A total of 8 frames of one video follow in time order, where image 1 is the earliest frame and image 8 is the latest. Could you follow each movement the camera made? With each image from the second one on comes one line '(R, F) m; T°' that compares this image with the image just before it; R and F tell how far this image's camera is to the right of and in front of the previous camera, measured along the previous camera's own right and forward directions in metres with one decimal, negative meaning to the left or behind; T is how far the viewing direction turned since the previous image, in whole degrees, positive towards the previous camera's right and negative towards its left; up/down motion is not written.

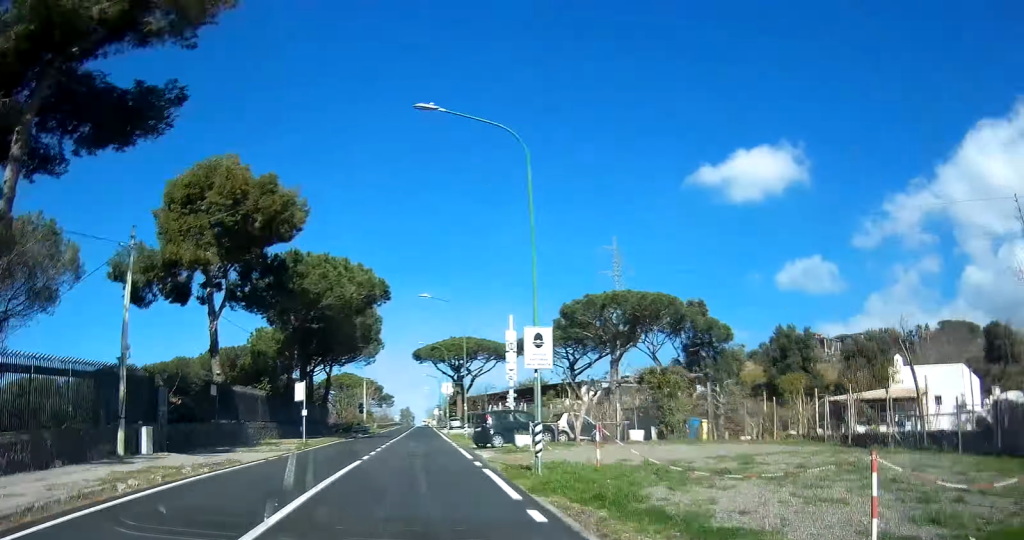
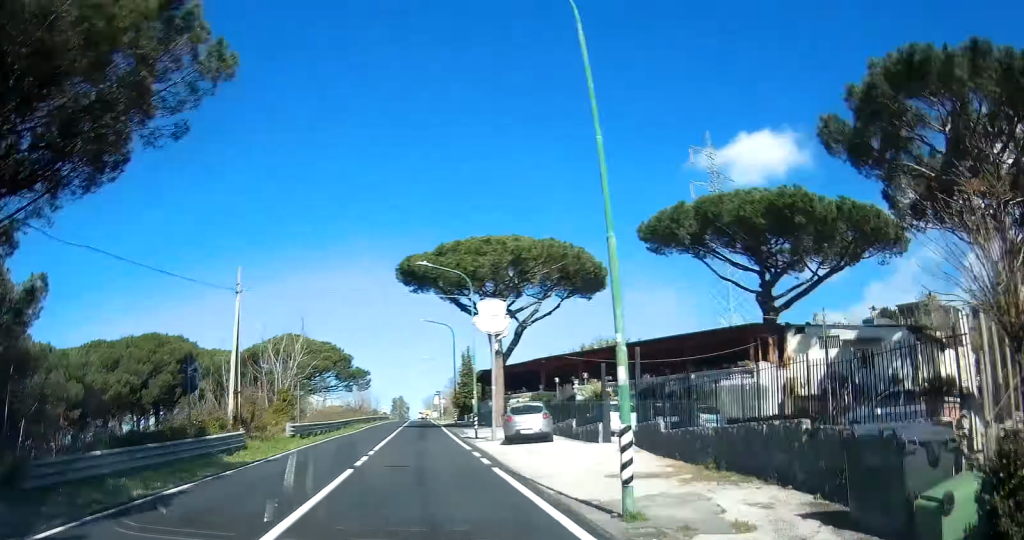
(-0.1, +59.0) m; +1°
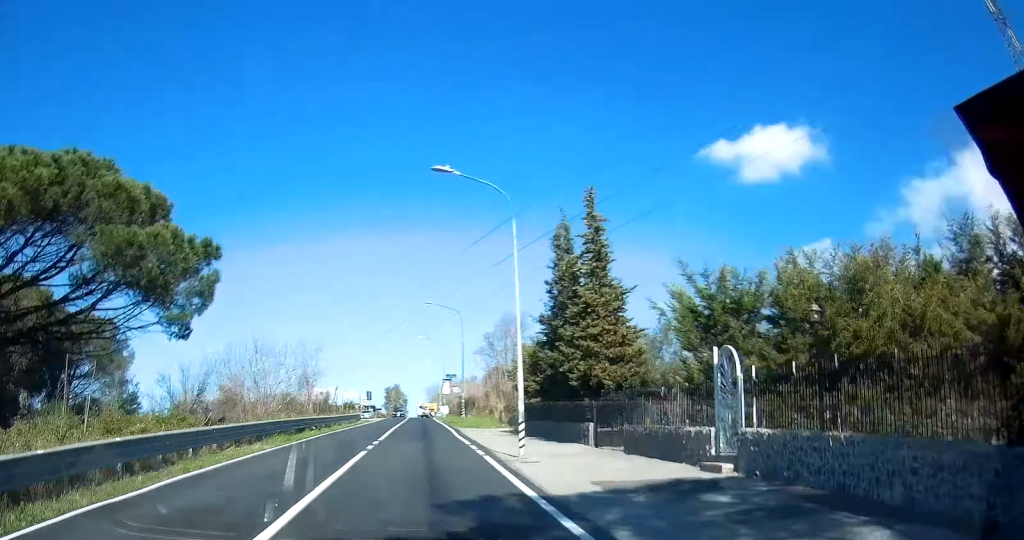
(+0.7, +58.5) m; 0°
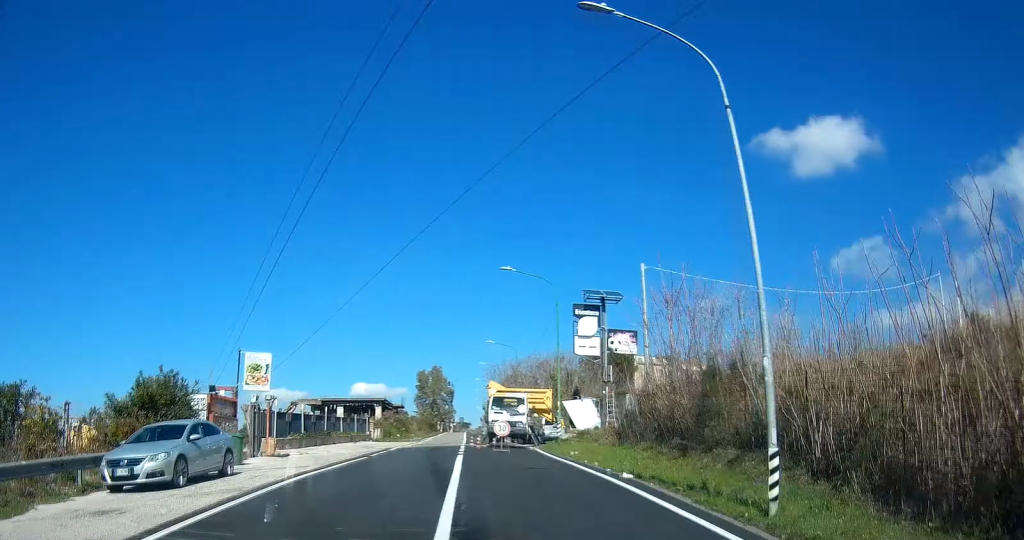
(-1.5, +85.1) m; -1°
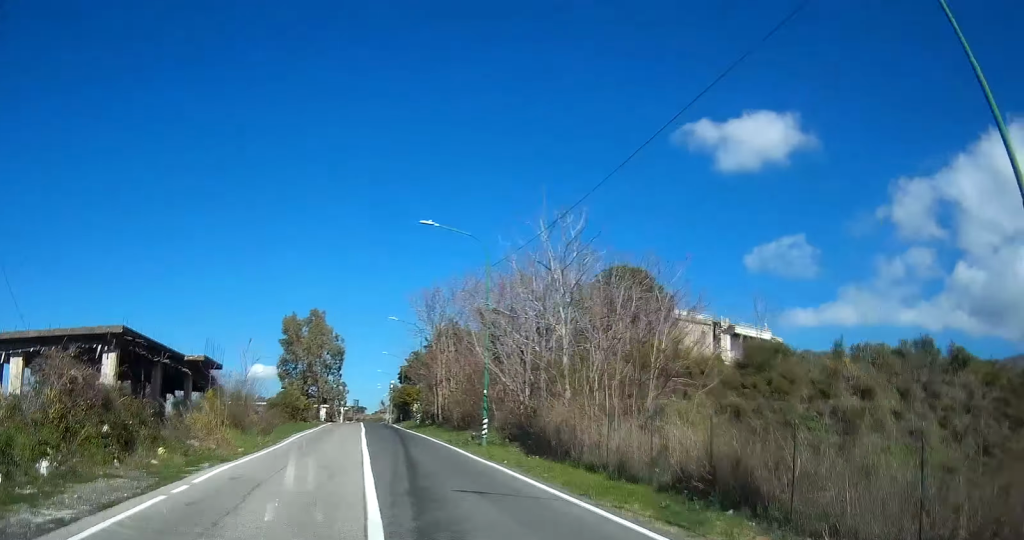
(+1.4, +71.9) m; +2°
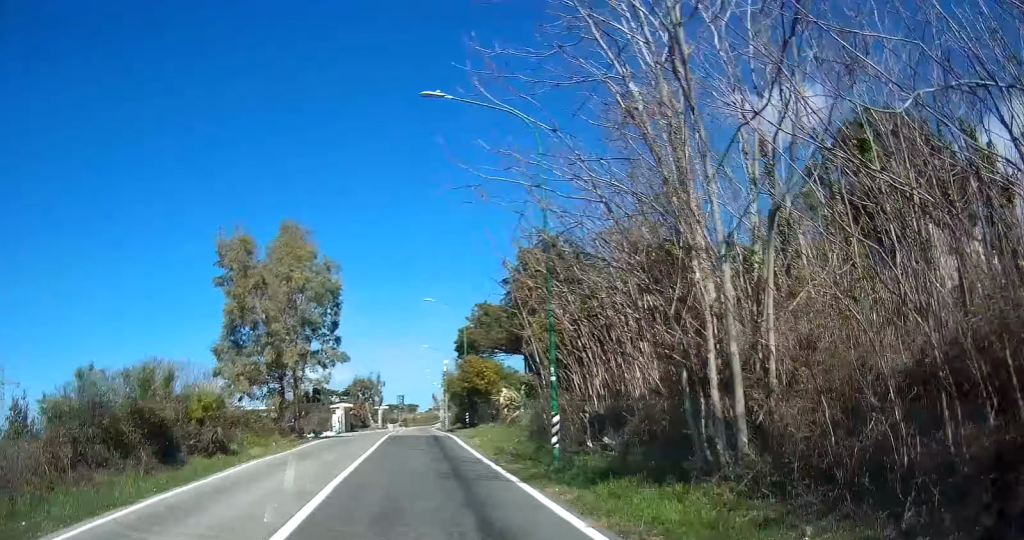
(+0.6, +44.4) m; 0°
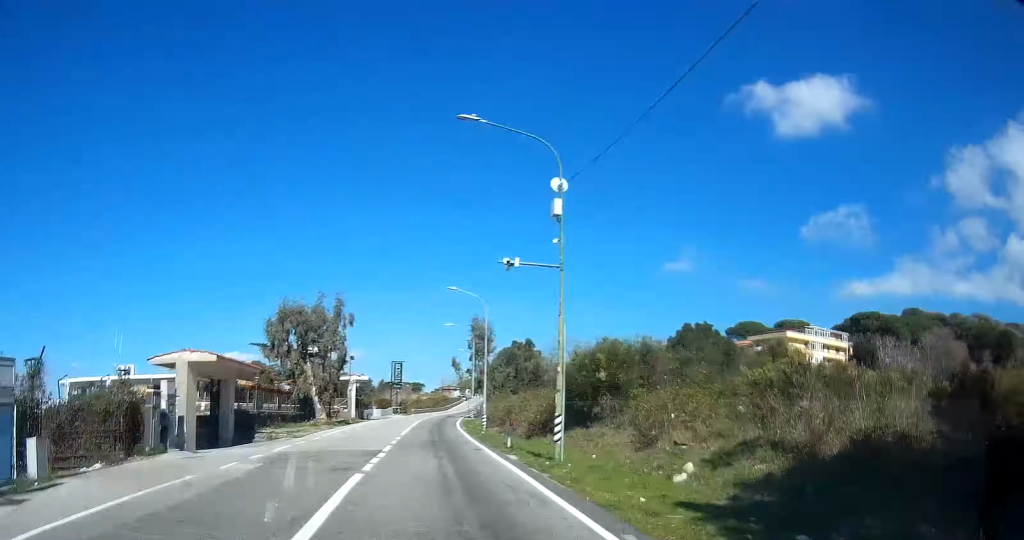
(-1.0, +57.7) m; 0°
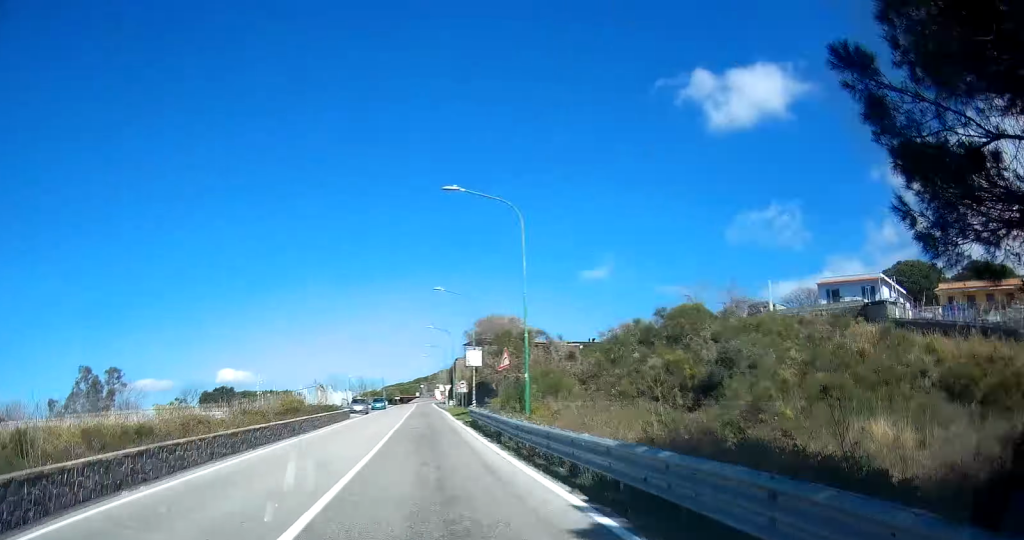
(+7.2, +131.4) m; +5°
